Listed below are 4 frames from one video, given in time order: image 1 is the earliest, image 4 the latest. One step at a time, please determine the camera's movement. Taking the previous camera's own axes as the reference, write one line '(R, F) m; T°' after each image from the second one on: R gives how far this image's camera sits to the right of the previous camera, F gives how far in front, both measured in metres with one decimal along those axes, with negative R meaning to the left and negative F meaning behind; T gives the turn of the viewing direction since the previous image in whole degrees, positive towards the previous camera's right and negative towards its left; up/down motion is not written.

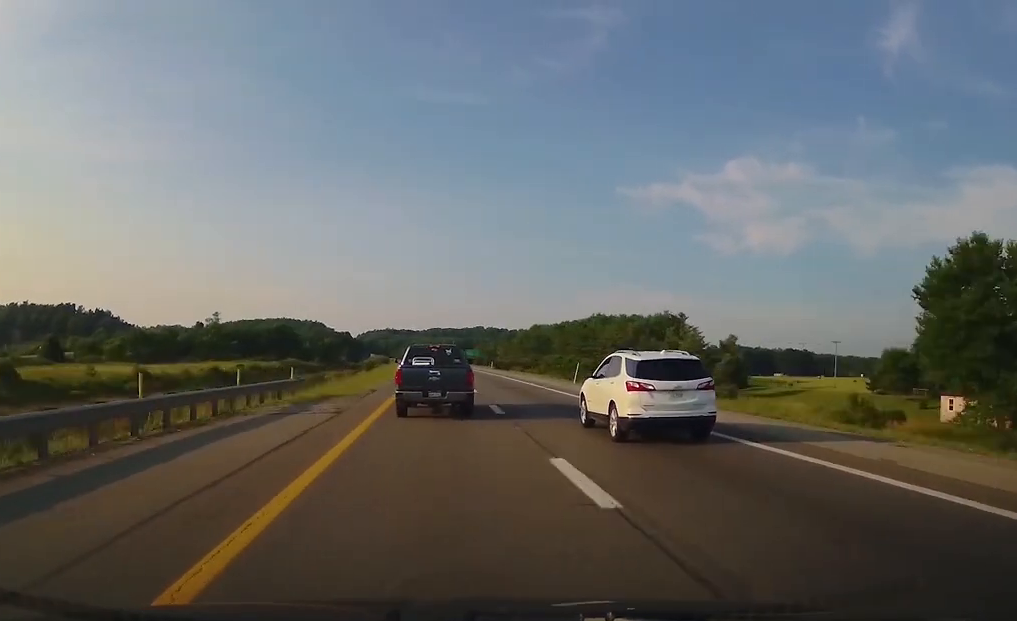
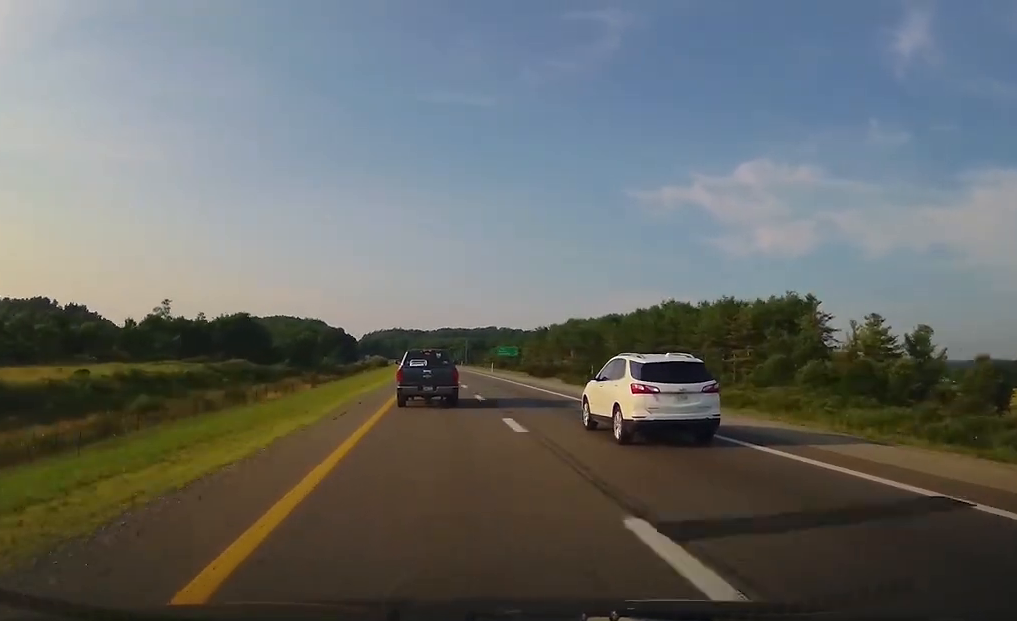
(-1.0, +75.3) m; -1°
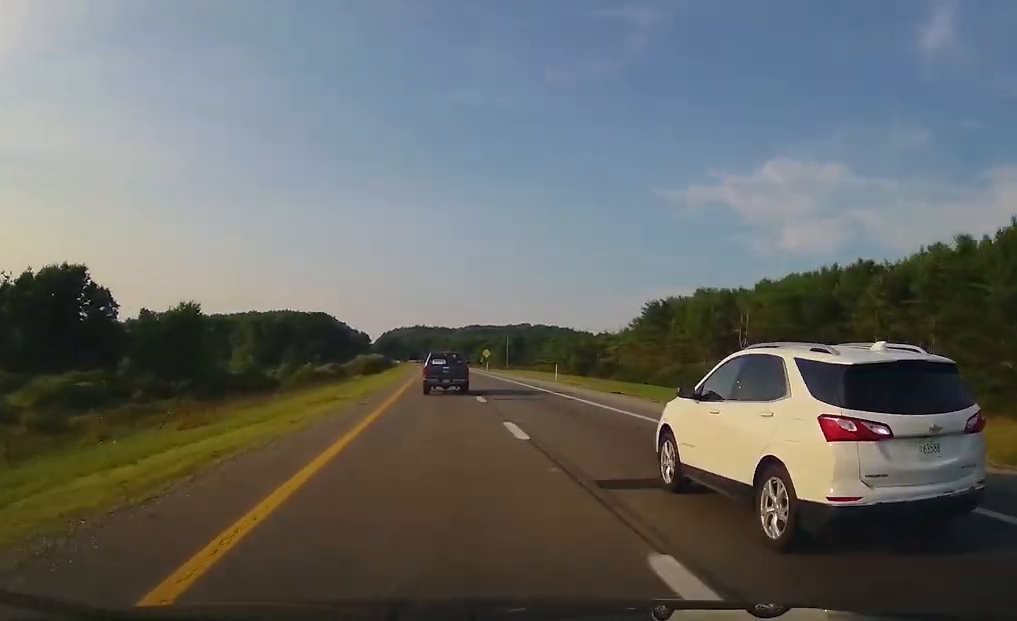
(-1.7, +123.3) m; -2°
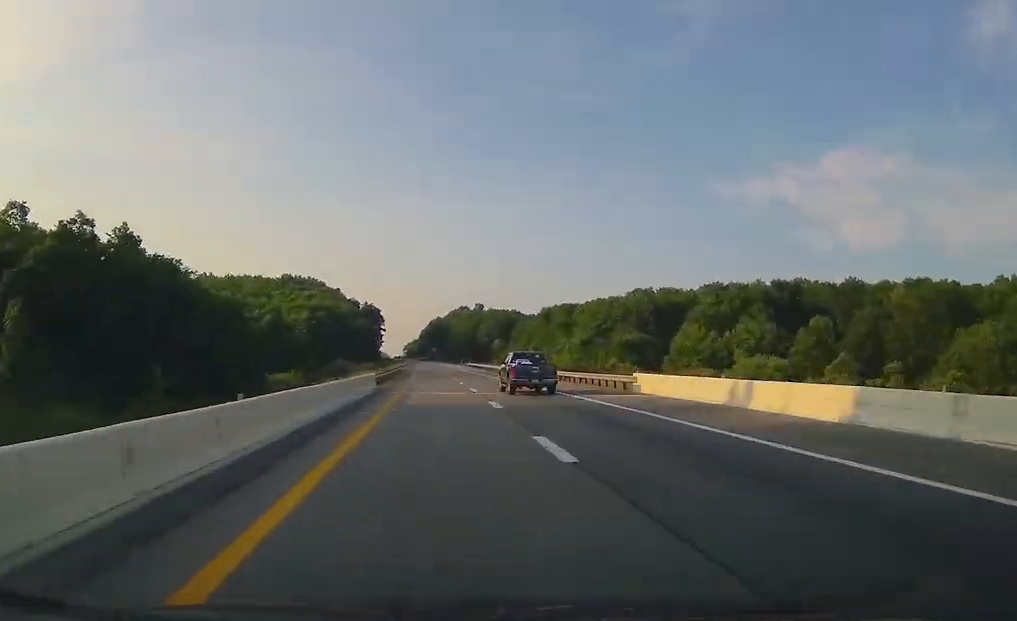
(-16.6, +357.6) m; -5°
